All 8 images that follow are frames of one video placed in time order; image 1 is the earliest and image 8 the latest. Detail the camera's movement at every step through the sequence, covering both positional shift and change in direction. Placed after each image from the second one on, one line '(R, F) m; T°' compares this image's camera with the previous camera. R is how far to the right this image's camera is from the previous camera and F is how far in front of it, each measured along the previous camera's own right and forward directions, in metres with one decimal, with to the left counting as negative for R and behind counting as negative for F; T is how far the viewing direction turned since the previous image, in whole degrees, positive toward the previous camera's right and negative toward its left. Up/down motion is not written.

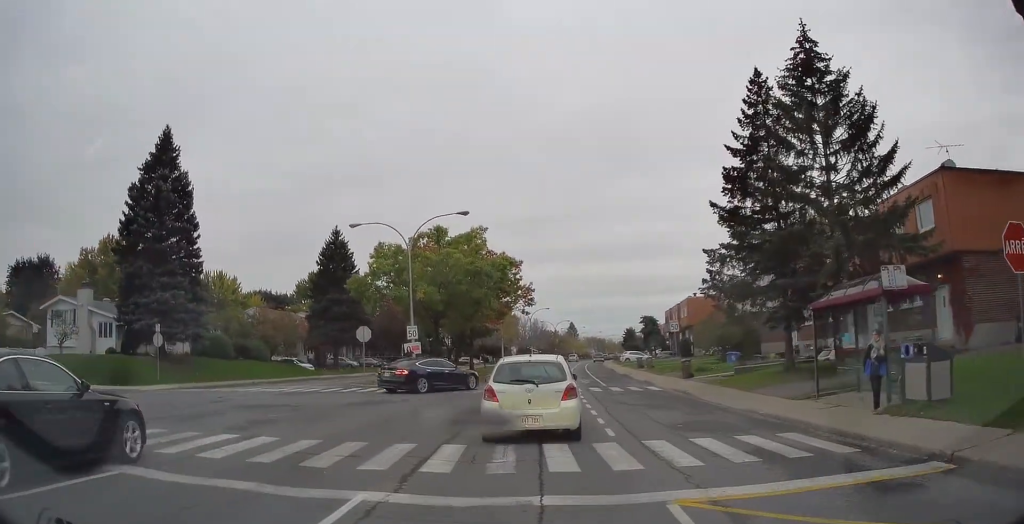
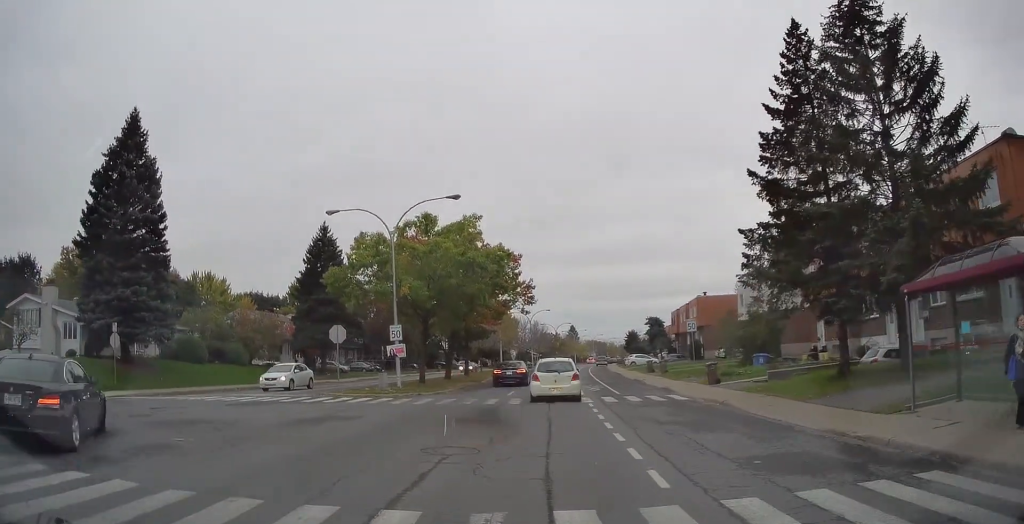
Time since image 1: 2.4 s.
(0.0, +13.7) m; +1°
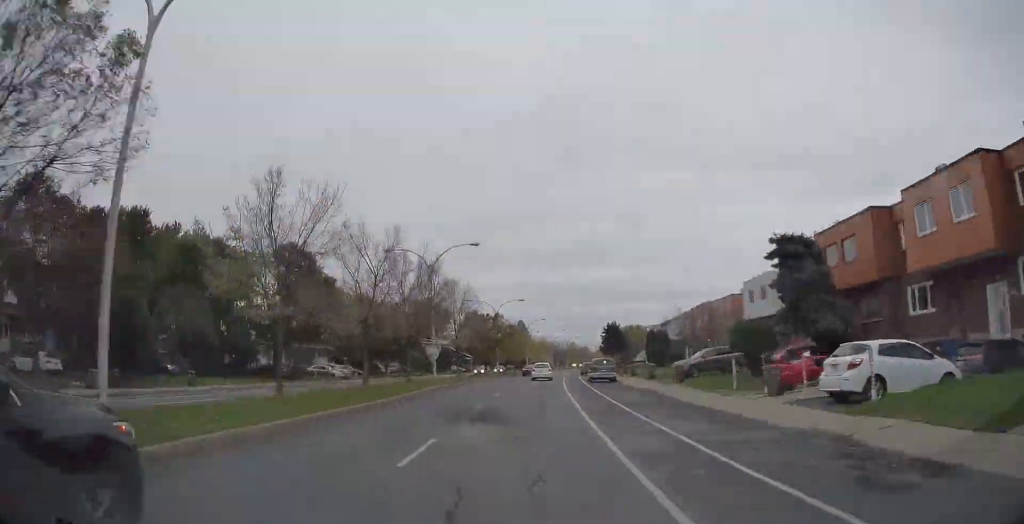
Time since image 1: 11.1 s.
(+3.8, +69.7) m; +6°
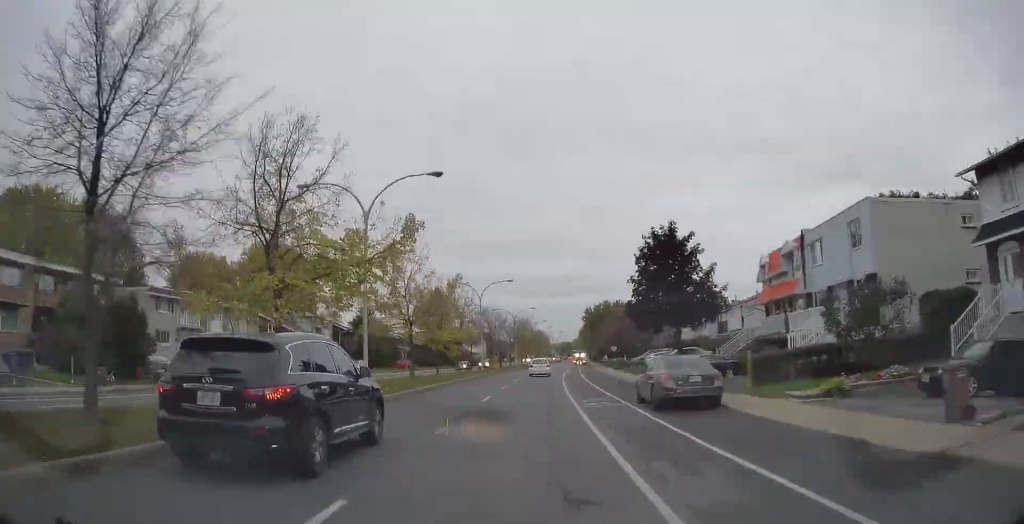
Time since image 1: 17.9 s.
(+3.4, +78.7) m; +5°
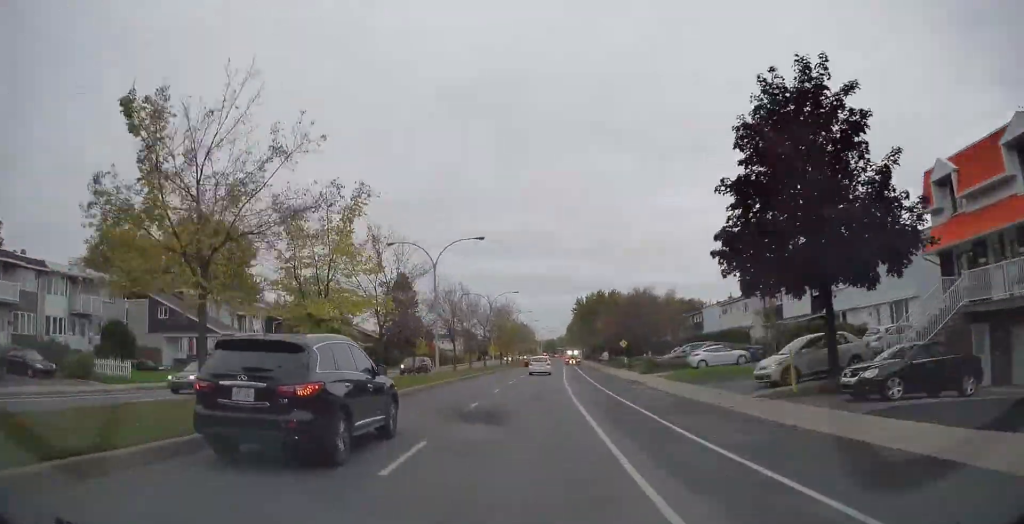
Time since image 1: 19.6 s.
(+0.3, +21.0) m; +1°
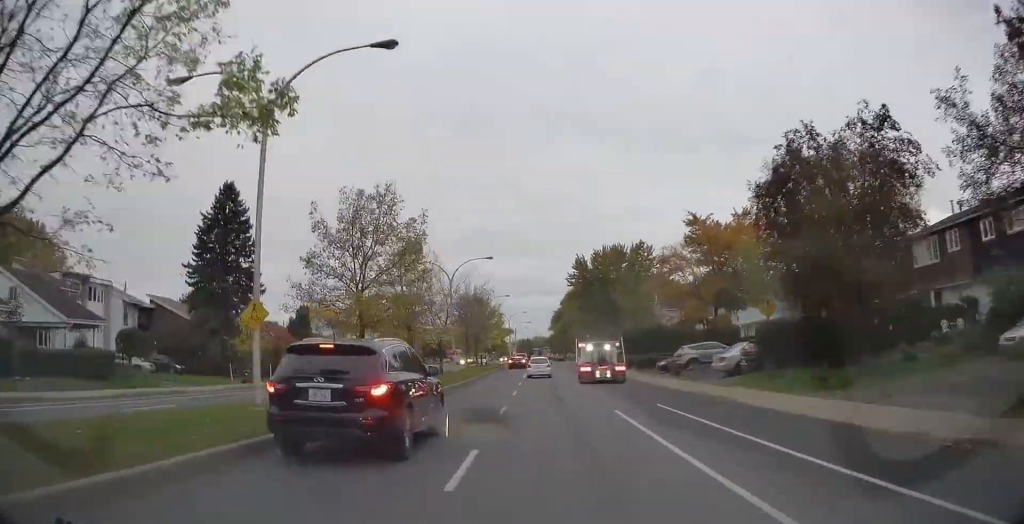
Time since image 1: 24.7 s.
(+1.5, +57.5) m; +3°
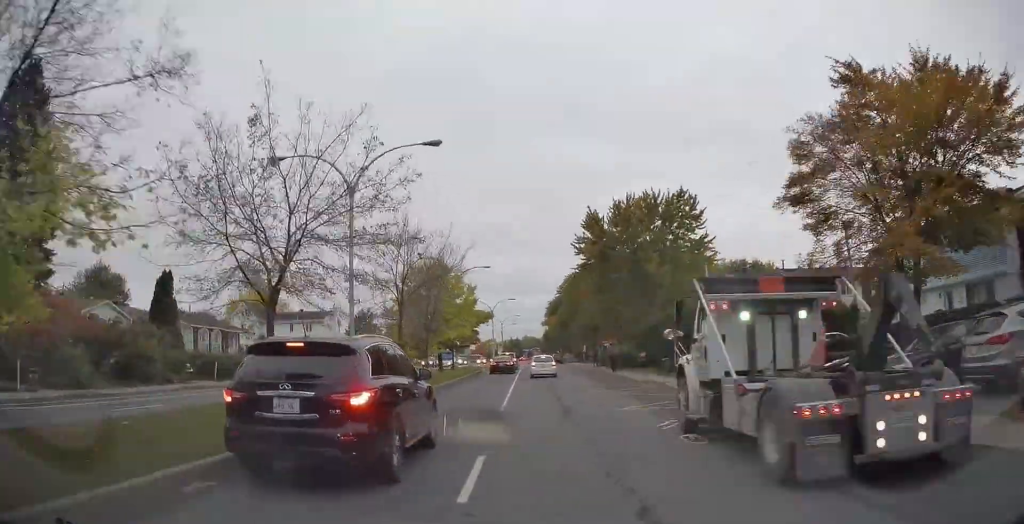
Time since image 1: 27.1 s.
(+0.4, +22.0) m; +1°
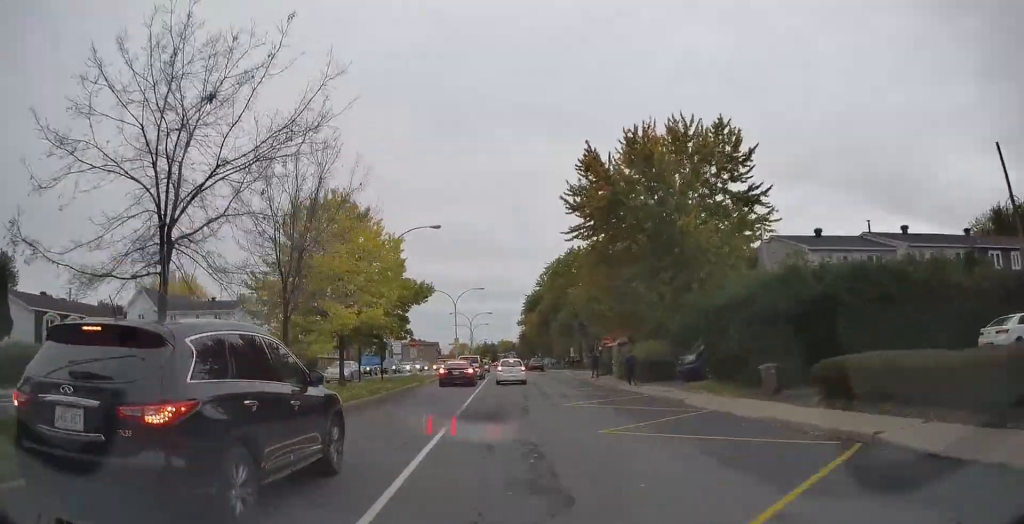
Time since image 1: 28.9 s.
(+0.1, +16.6) m; 0°
